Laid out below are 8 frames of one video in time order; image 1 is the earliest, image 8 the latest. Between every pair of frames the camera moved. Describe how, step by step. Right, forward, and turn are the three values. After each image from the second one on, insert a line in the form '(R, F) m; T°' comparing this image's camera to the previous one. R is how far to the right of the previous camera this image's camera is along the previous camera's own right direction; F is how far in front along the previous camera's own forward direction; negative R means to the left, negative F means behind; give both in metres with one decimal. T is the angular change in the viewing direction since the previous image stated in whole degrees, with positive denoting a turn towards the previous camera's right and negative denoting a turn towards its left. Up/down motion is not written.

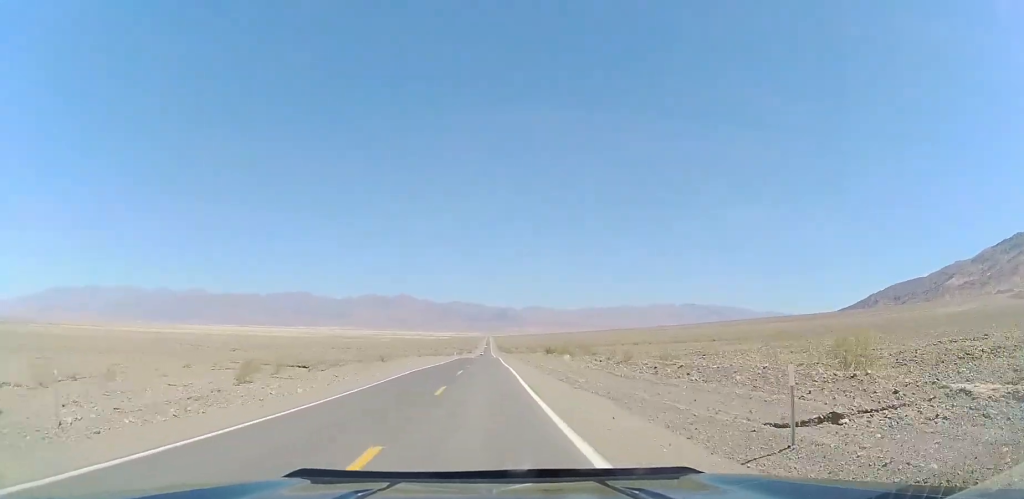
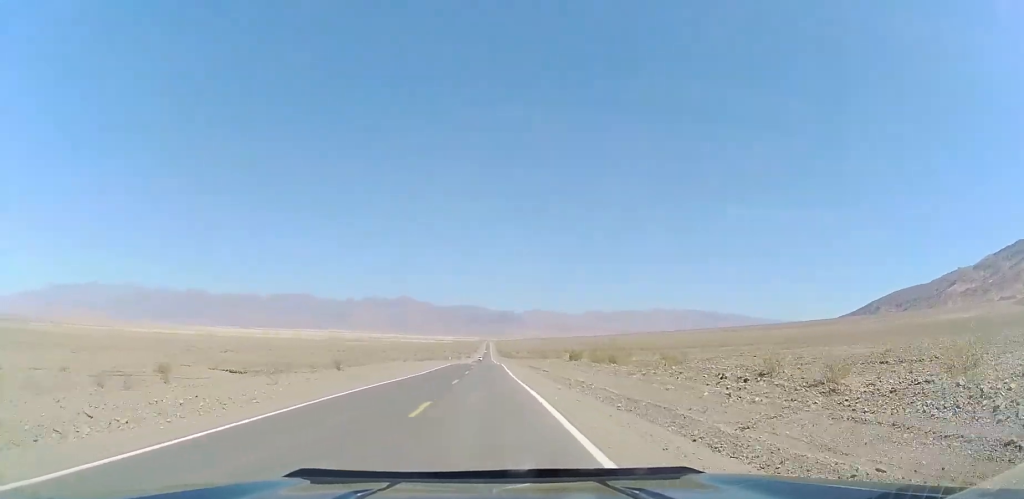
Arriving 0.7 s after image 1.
(0.0, +21.0) m; 0°
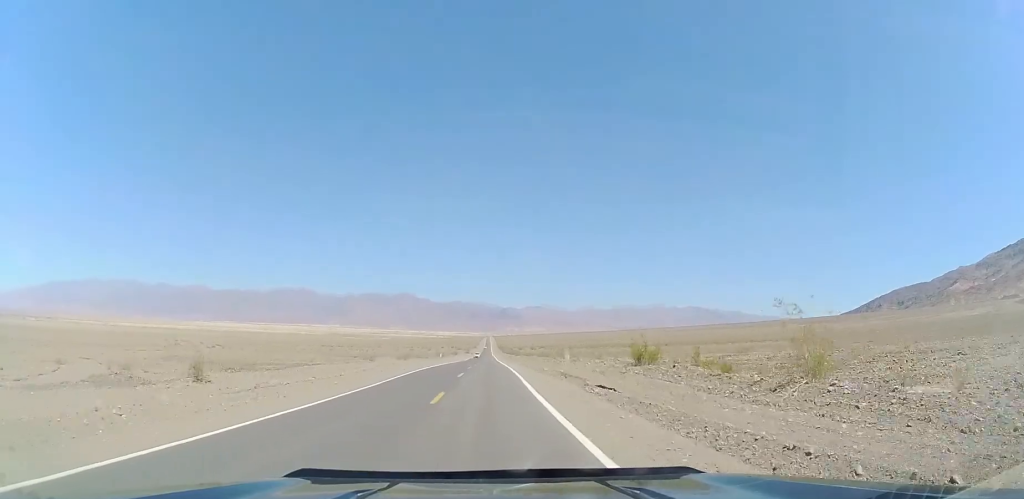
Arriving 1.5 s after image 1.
(-0.2, +25.2) m; -1°
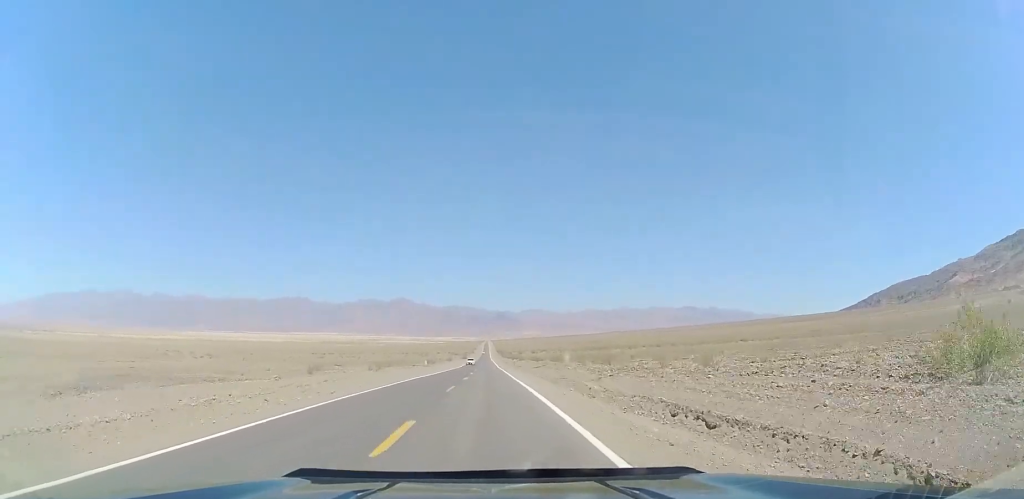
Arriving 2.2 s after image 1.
(0.0, +23.1) m; 0°
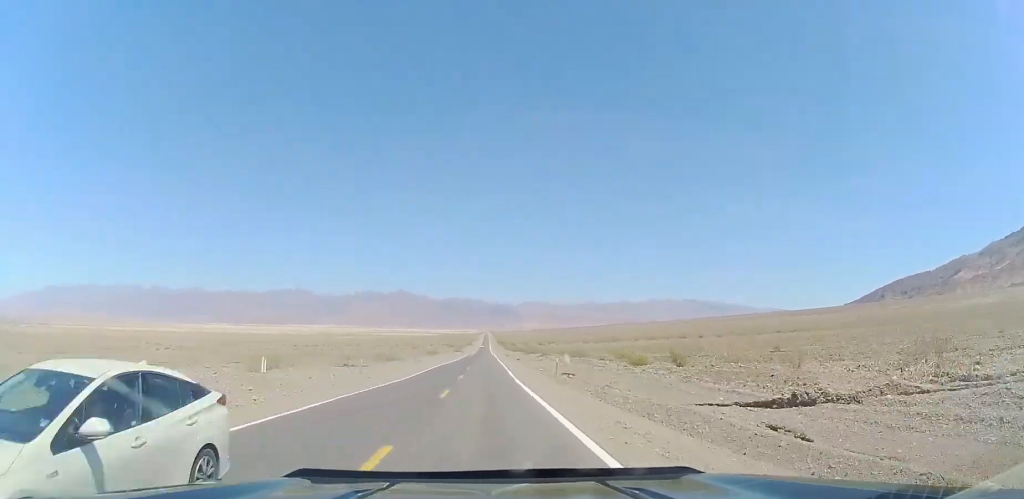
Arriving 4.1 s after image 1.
(+0.1, +60.9) m; 0°
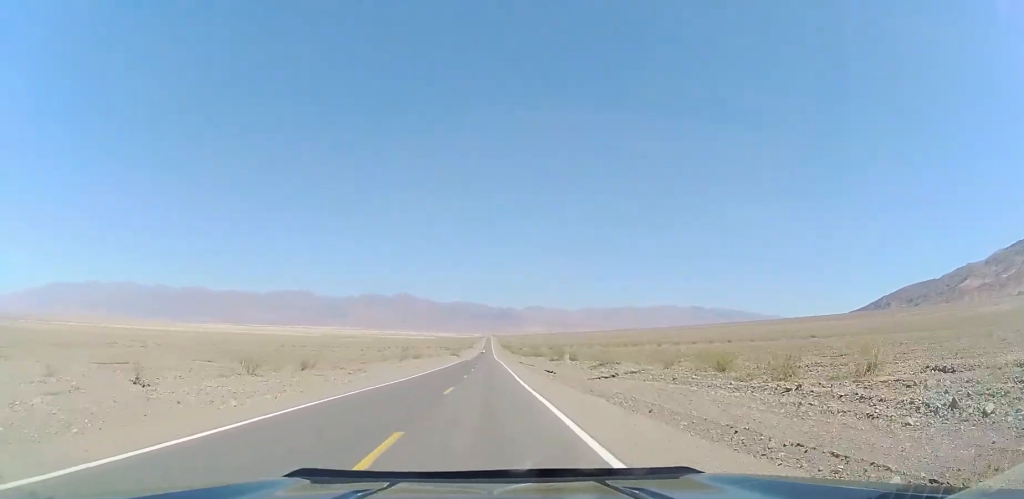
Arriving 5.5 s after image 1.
(0.0, +42.1) m; 0°
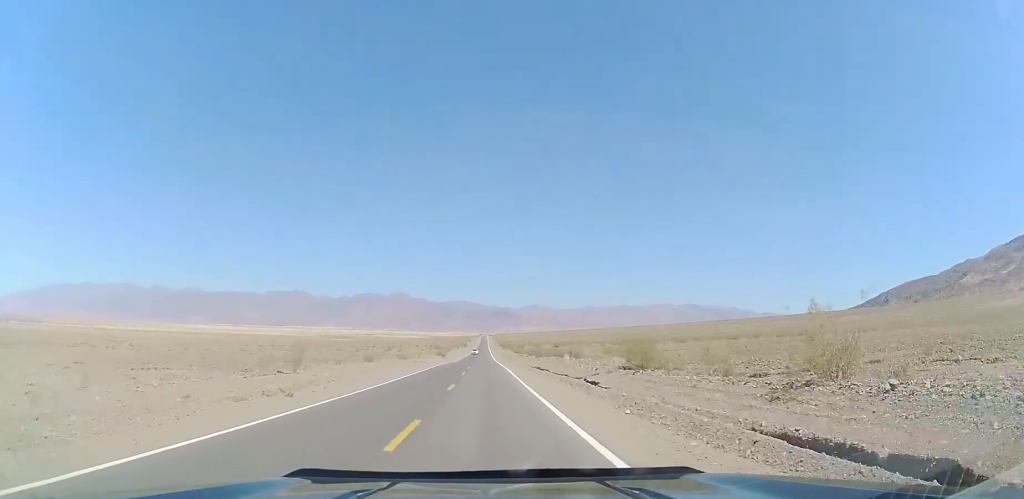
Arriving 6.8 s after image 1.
(+0.2, +41.3) m; +1°
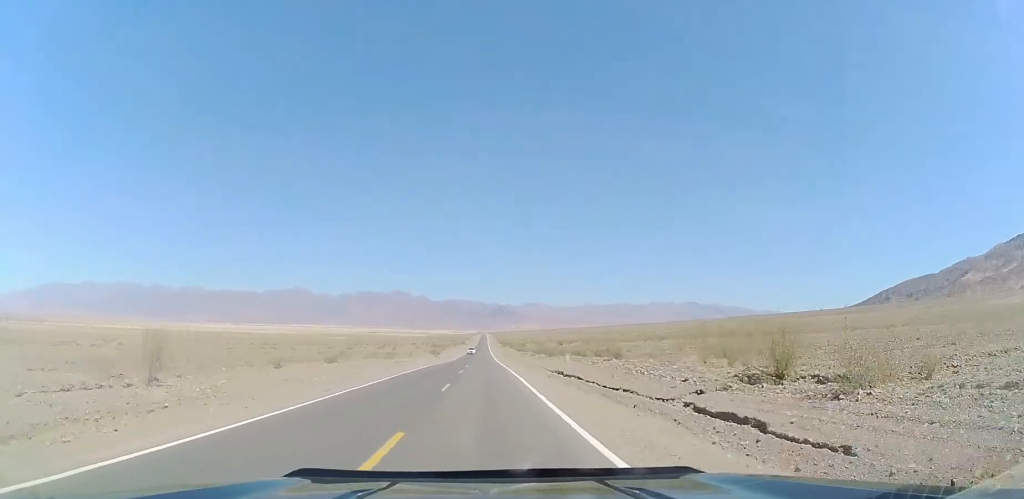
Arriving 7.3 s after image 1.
(+0.1, +17.0) m; 0°
